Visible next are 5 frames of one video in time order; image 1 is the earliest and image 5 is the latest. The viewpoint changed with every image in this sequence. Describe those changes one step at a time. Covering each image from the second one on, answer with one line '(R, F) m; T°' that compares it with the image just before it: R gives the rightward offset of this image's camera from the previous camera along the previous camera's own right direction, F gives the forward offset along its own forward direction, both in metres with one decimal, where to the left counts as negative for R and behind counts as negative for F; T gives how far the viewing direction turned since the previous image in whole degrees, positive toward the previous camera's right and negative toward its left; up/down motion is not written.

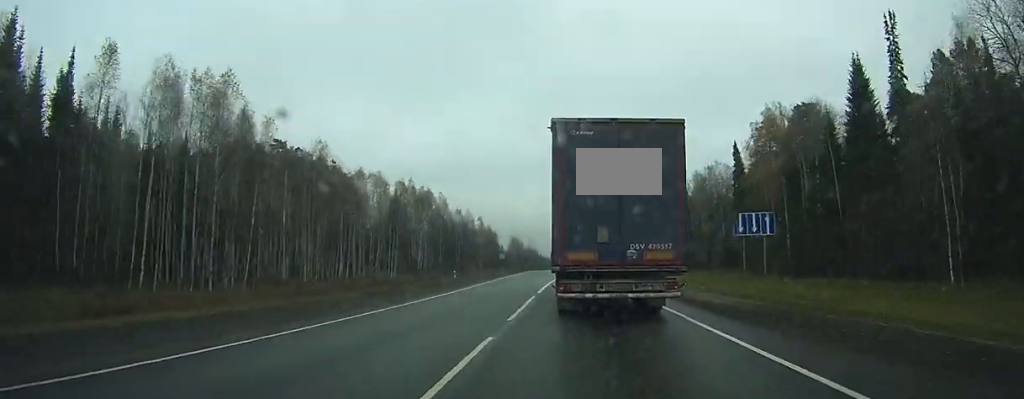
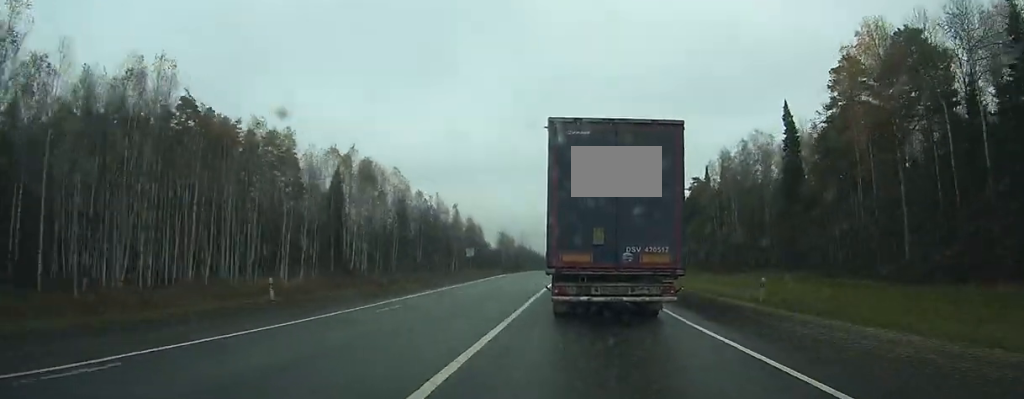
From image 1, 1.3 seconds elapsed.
(+0.2, +30.8) m; 0°
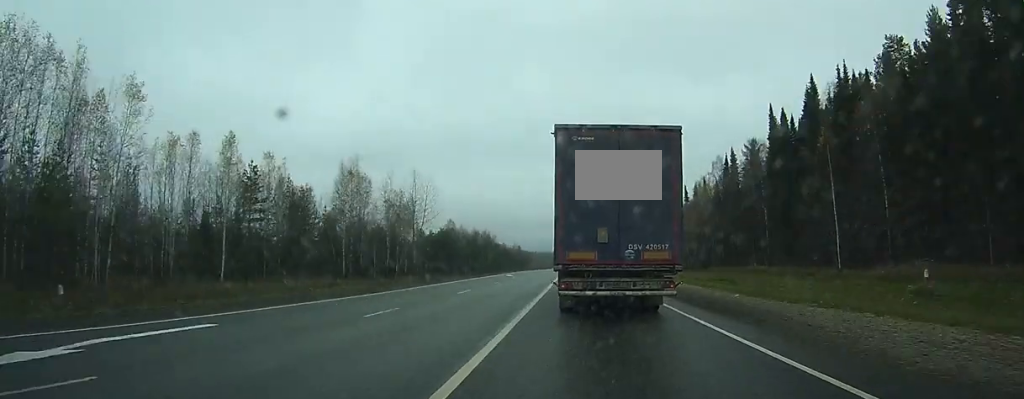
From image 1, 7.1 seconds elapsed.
(+1.4, +132.9) m; +1°
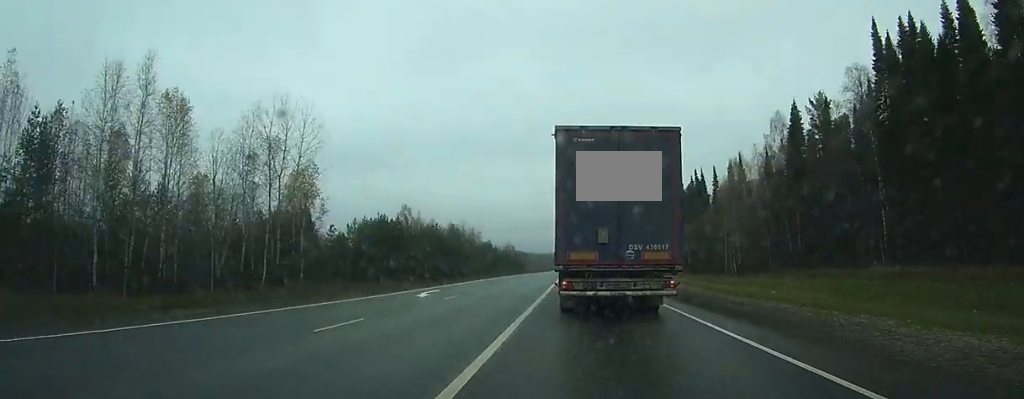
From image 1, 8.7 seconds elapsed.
(-0.1, +38.5) m; 0°
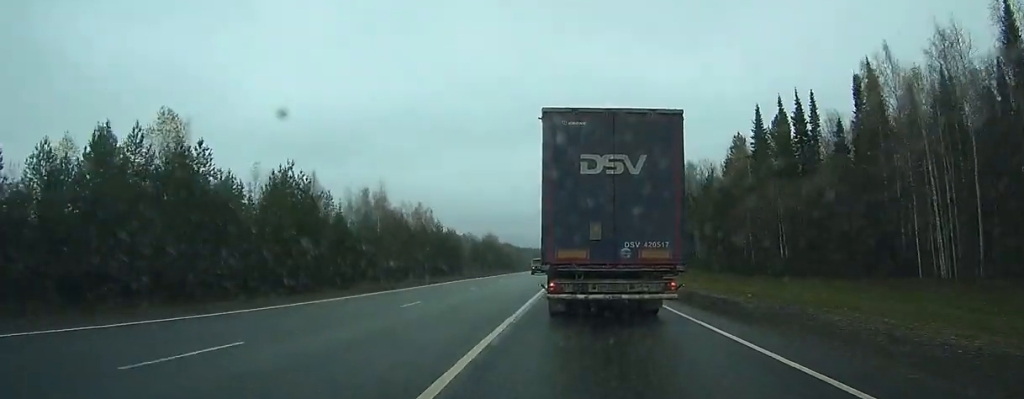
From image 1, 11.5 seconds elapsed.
(-0.1, +63.7) m; 0°
